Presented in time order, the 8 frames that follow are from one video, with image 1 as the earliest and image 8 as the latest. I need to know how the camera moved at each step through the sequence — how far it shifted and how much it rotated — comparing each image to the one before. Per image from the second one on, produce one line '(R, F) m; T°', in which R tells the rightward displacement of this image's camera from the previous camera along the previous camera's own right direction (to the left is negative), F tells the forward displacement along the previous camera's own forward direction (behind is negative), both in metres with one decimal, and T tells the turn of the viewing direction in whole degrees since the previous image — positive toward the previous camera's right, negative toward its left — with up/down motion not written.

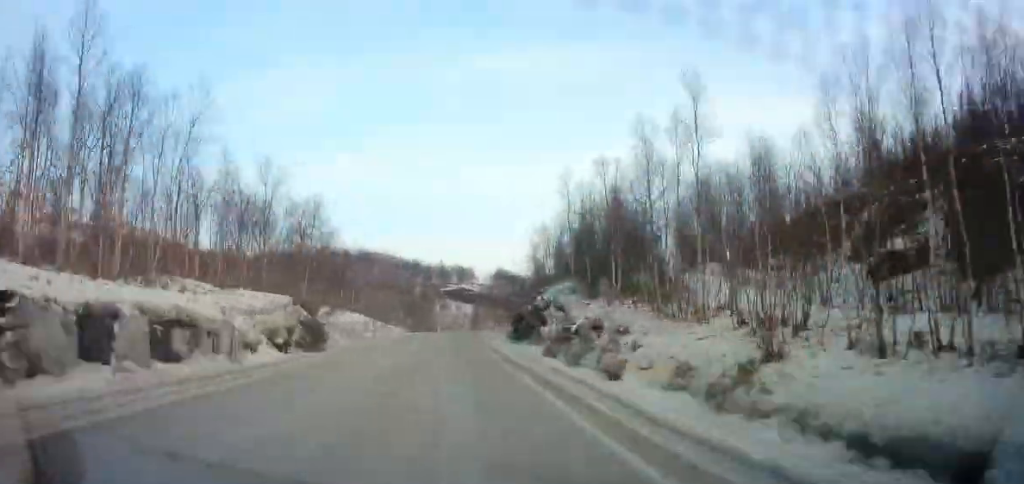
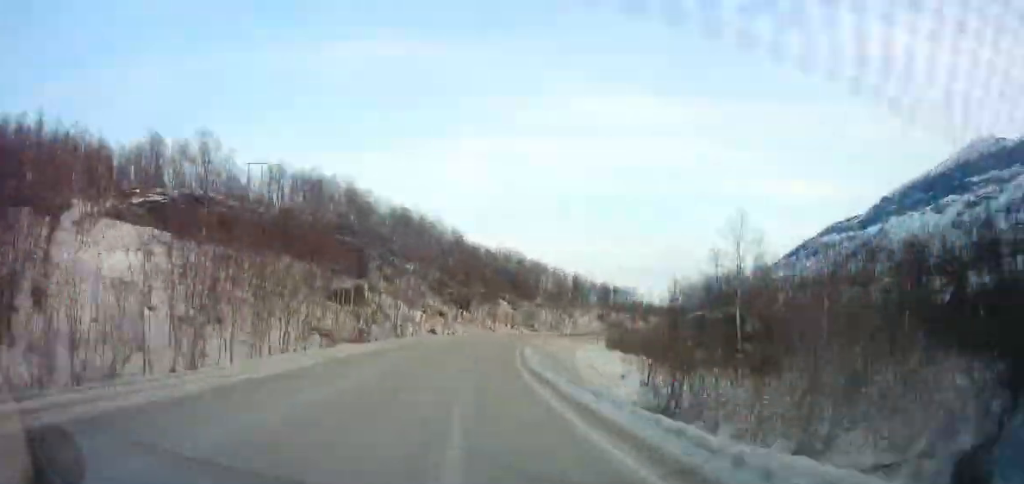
(+18.4, +162.6) m; +17°
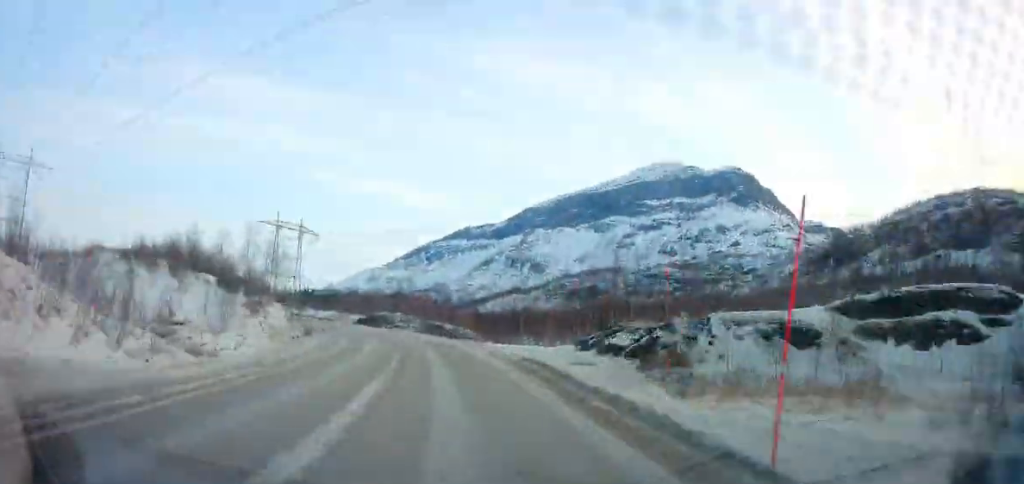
(+45.2, +202.1) m; 0°
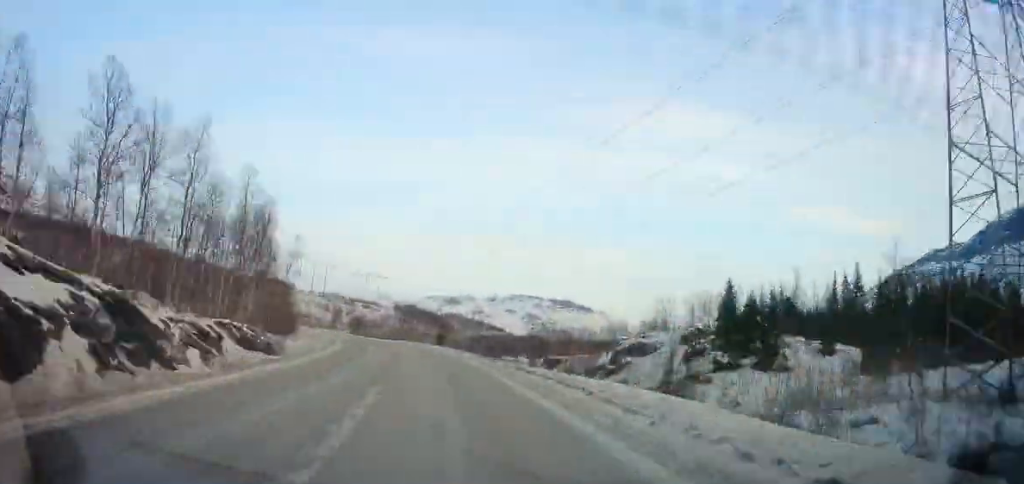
(-50.8, +170.4) m; -26°
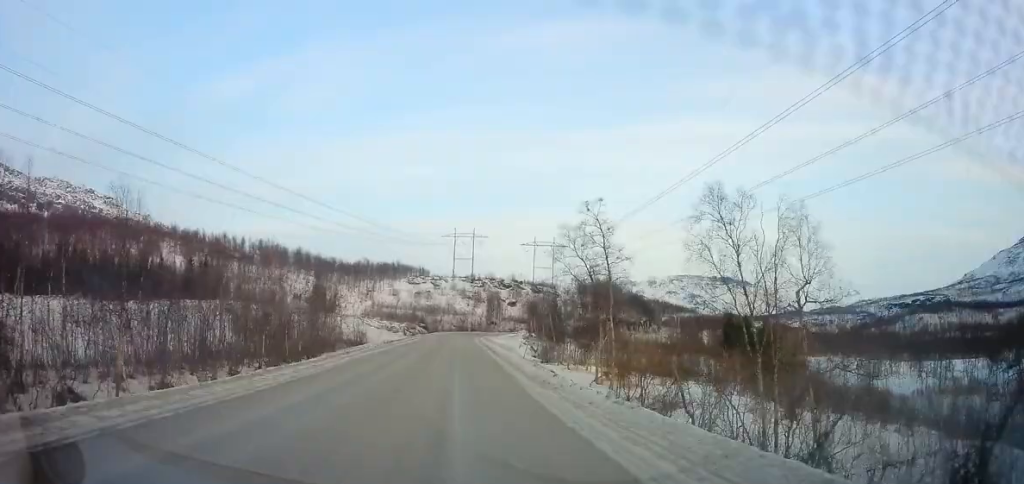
(-23.8, +152.6) m; +1°
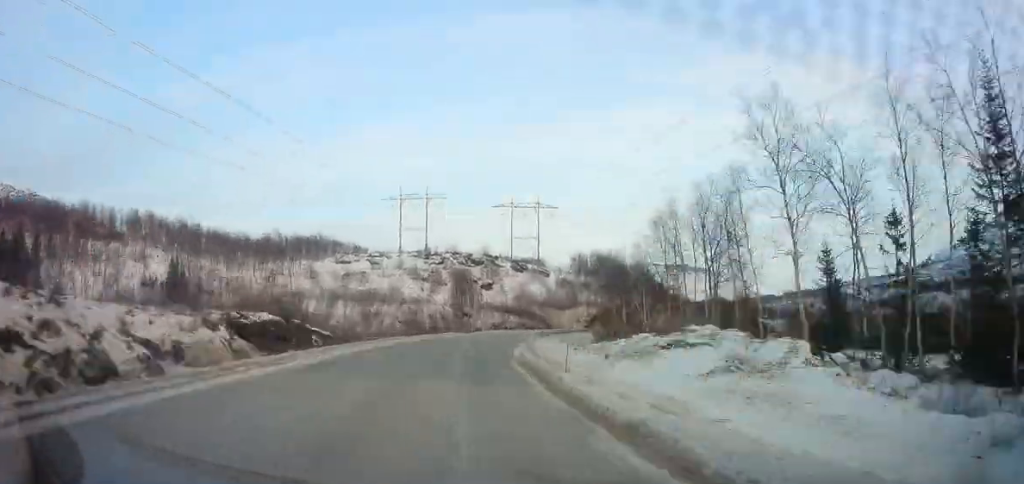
(+10.0, +83.1) m; +6°
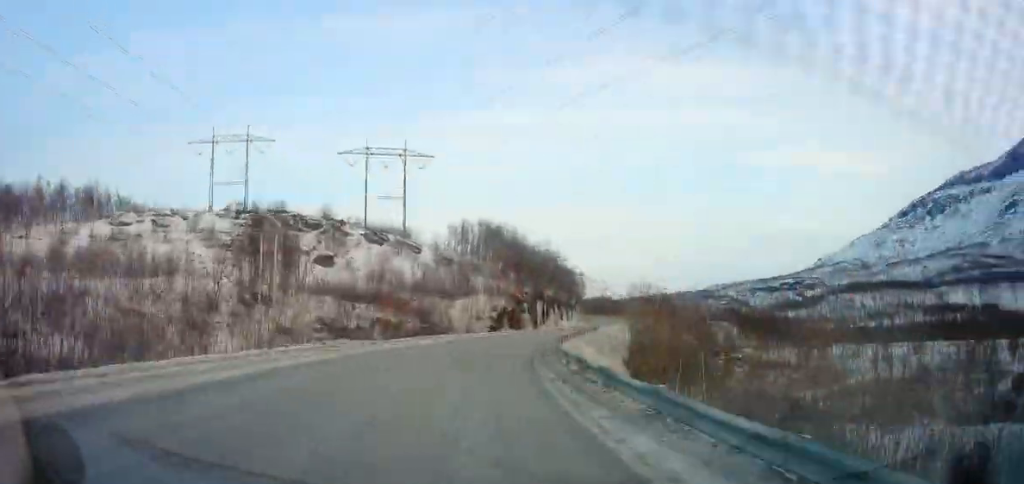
(+5.7, +72.7) m; +6°
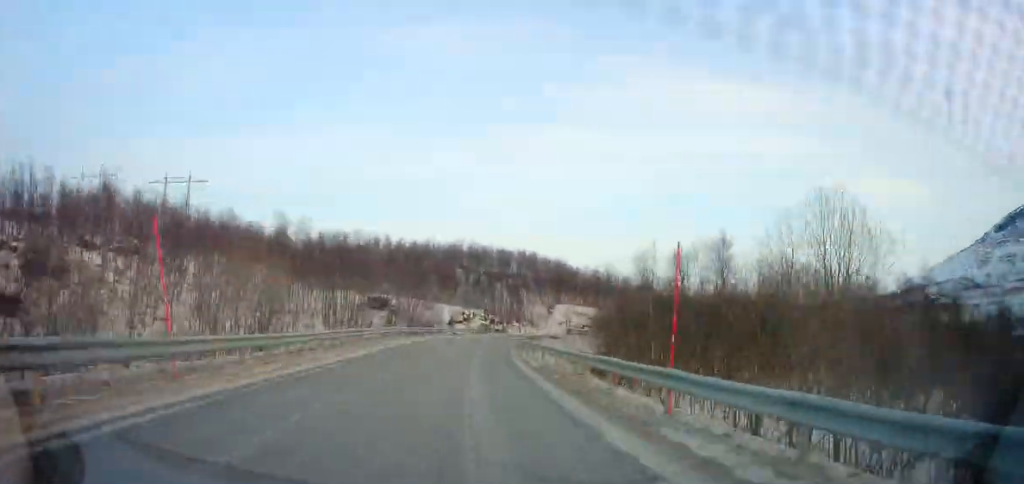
(-5.5, +363.3) m; +5°
